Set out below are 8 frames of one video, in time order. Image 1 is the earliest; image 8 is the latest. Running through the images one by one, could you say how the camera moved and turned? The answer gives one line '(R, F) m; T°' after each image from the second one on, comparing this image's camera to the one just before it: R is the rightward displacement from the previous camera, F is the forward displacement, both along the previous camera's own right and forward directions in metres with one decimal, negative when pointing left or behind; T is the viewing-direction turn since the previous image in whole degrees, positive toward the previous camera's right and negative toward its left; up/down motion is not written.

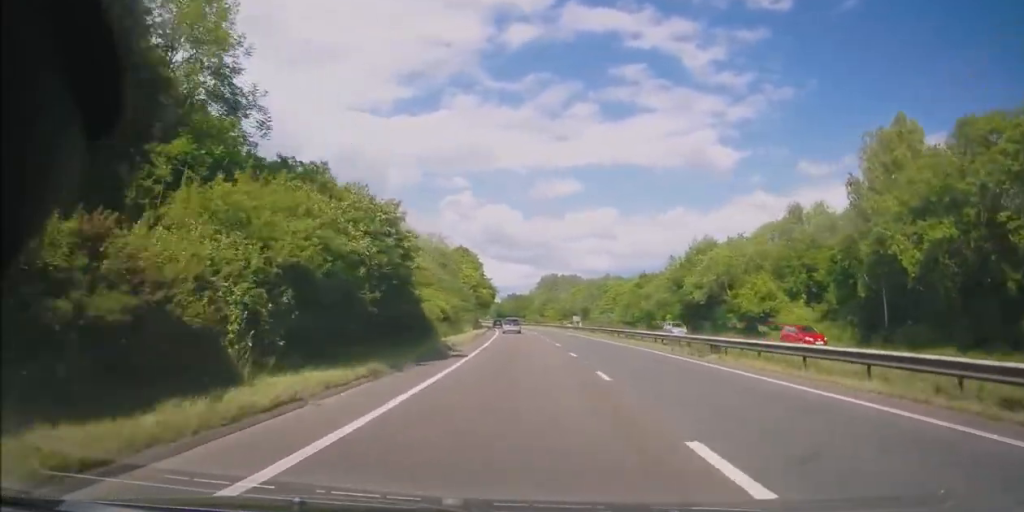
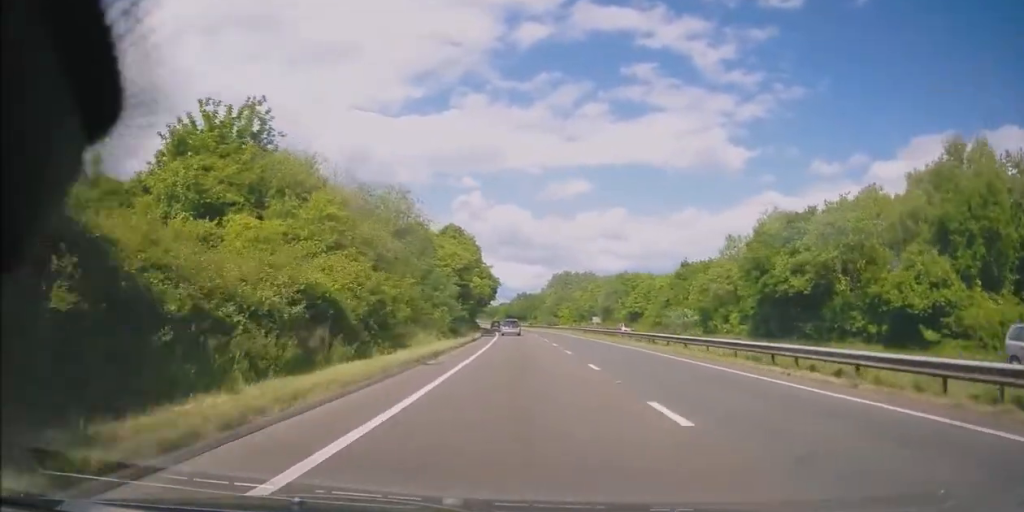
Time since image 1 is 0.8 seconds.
(+0.1, +22.8) m; 0°
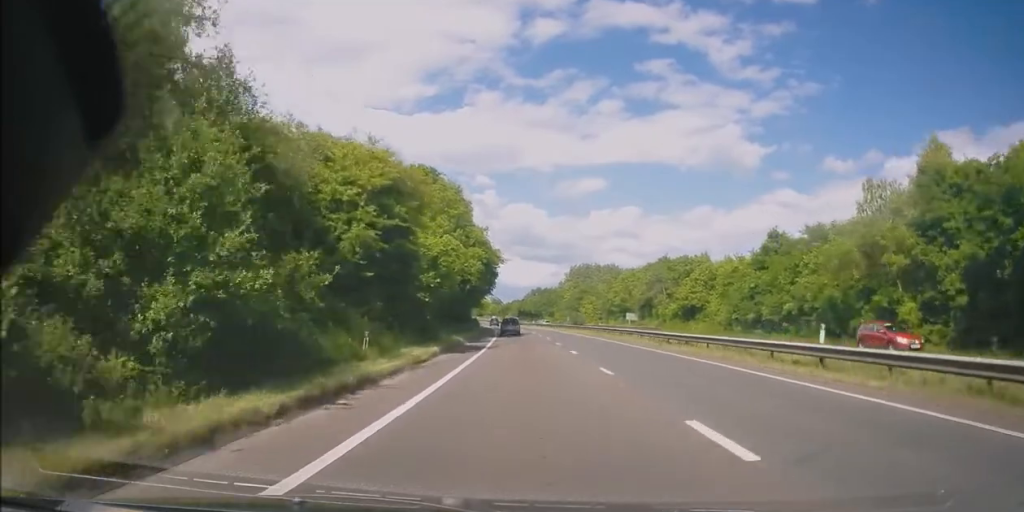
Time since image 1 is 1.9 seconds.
(-0.2, +27.5) m; -1°
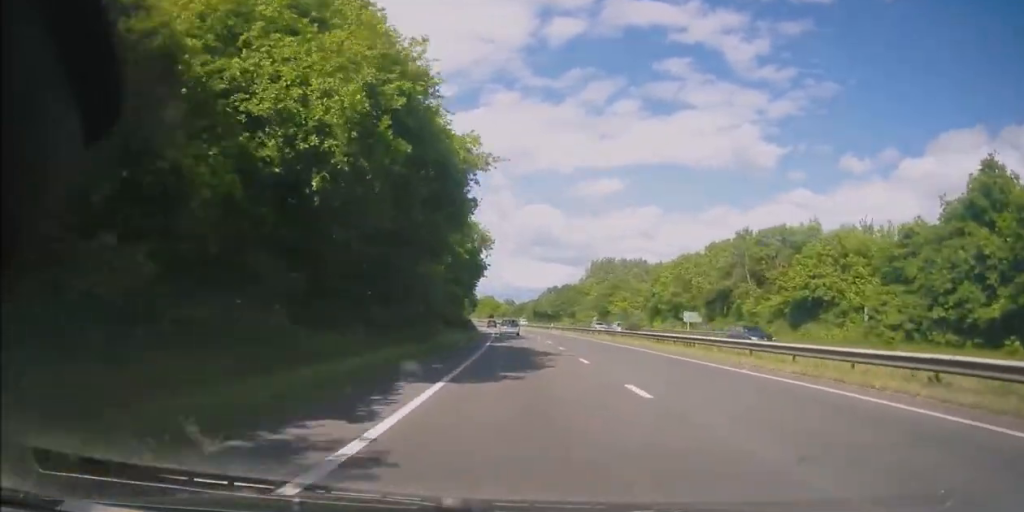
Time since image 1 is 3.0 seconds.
(-0.4, +29.7) m; -2°
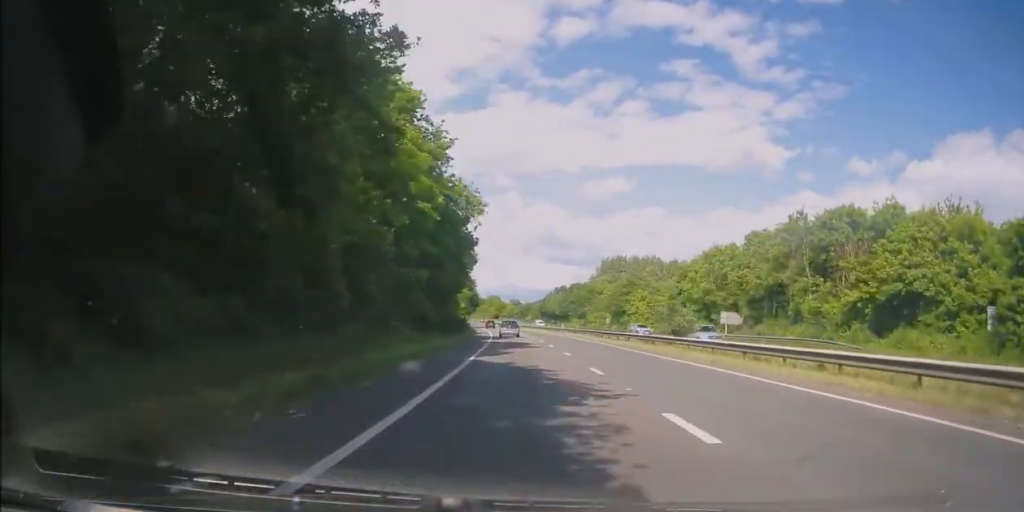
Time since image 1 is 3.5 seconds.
(0.0, +12.1) m; -1°
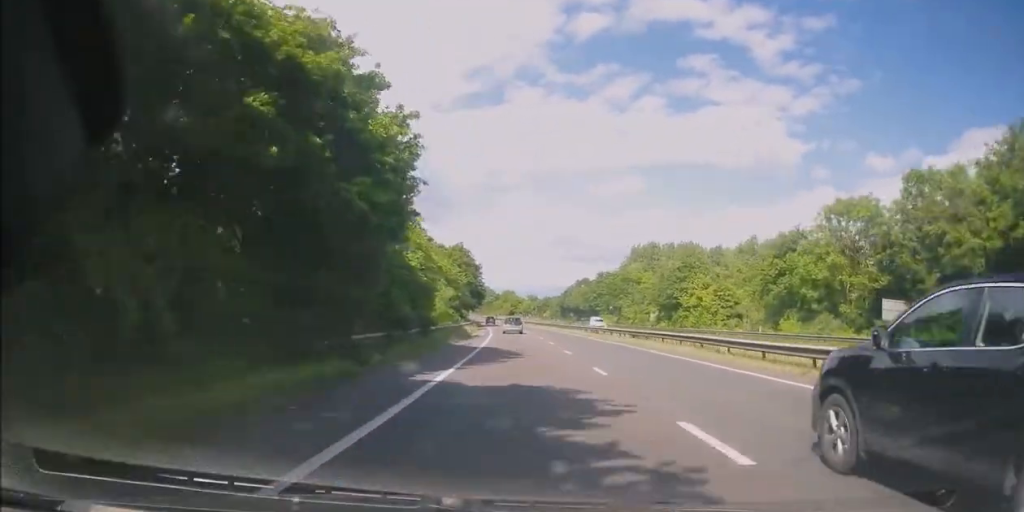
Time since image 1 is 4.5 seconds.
(-0.6, +27.3) m; -2°
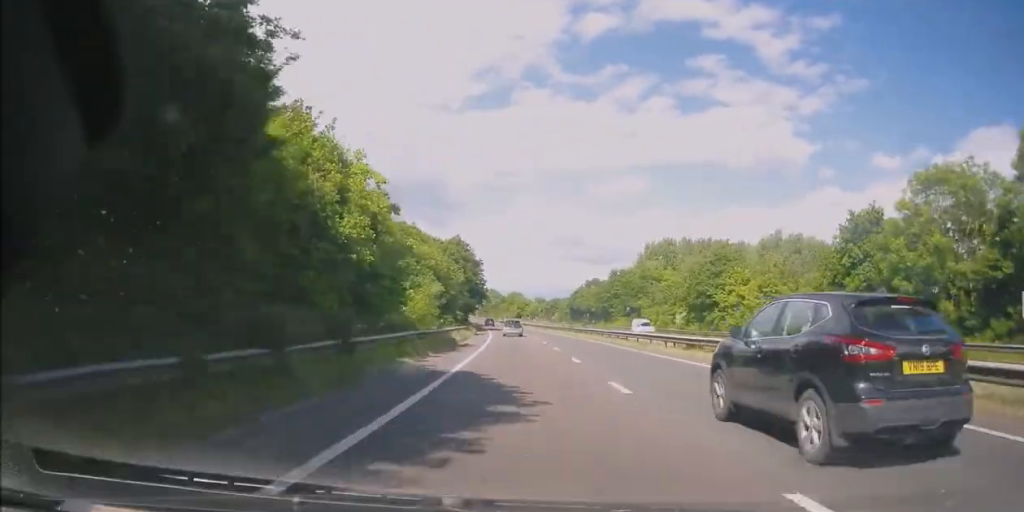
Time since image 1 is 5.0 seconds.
(0.0, +11.8) m; -1°
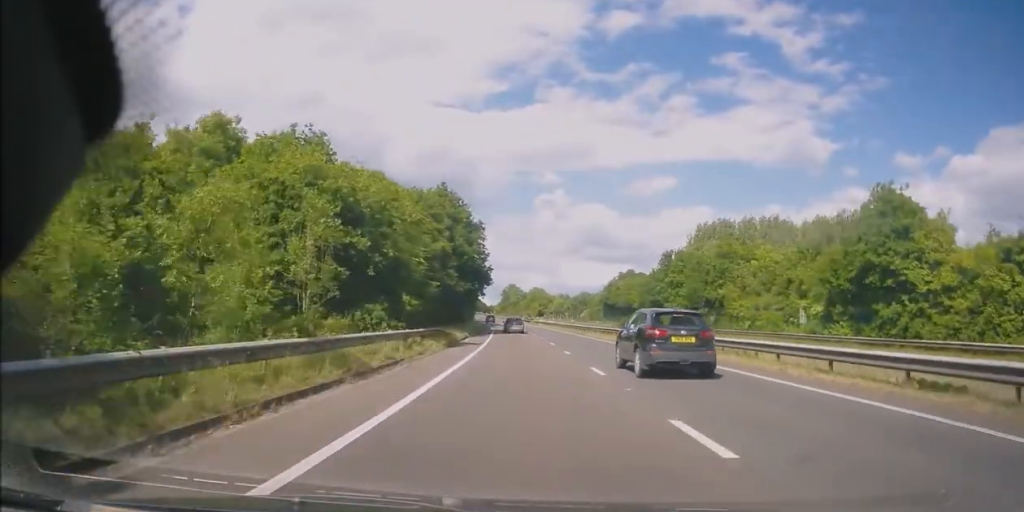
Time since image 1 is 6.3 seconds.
(-0.4, +31.7) m; -2°
